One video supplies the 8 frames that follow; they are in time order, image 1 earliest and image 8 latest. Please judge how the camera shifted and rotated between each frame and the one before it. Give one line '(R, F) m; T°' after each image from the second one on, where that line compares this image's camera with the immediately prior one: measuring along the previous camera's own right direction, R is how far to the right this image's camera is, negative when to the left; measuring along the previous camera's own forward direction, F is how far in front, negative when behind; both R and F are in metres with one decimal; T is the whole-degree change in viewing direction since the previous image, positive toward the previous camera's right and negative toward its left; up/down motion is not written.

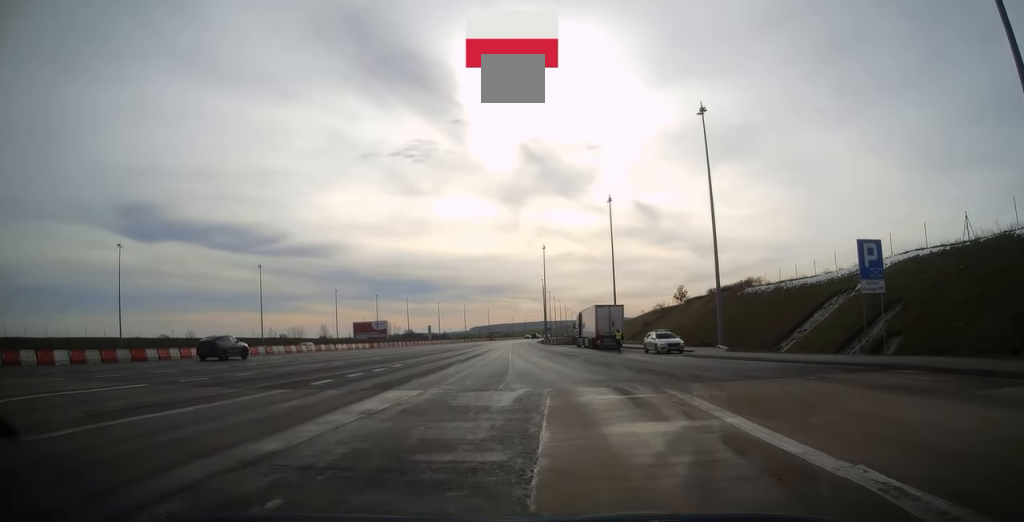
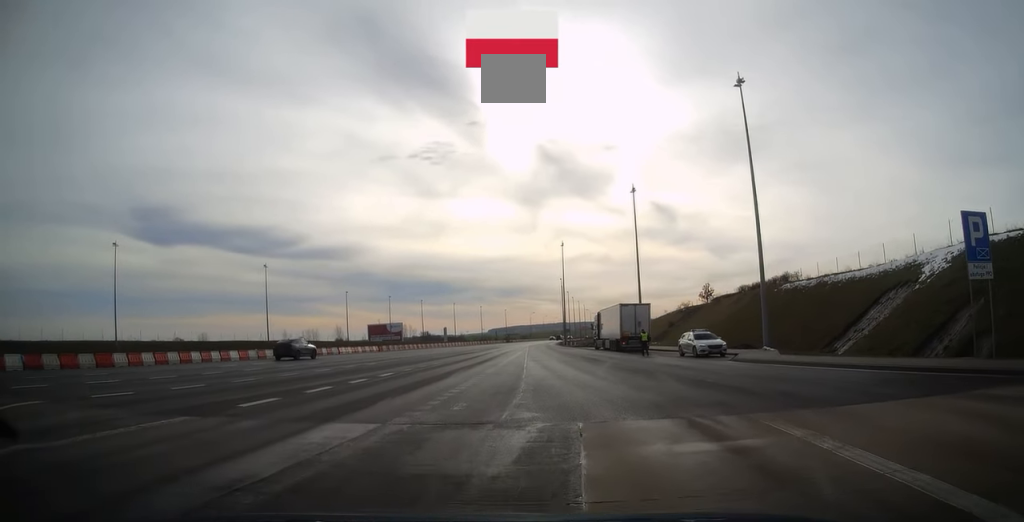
(-0.1, +5.7) m; -1°
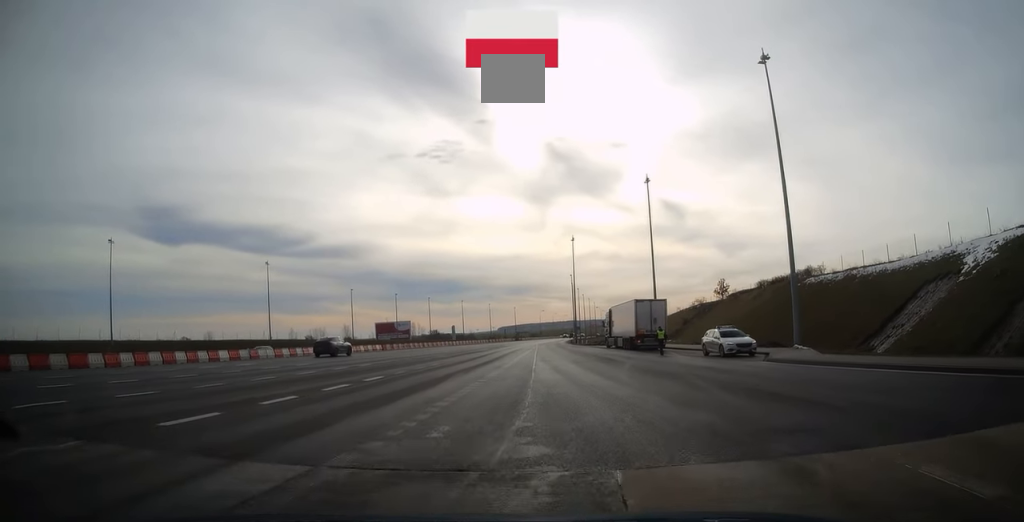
(-0.1, +3.5) m; -1°
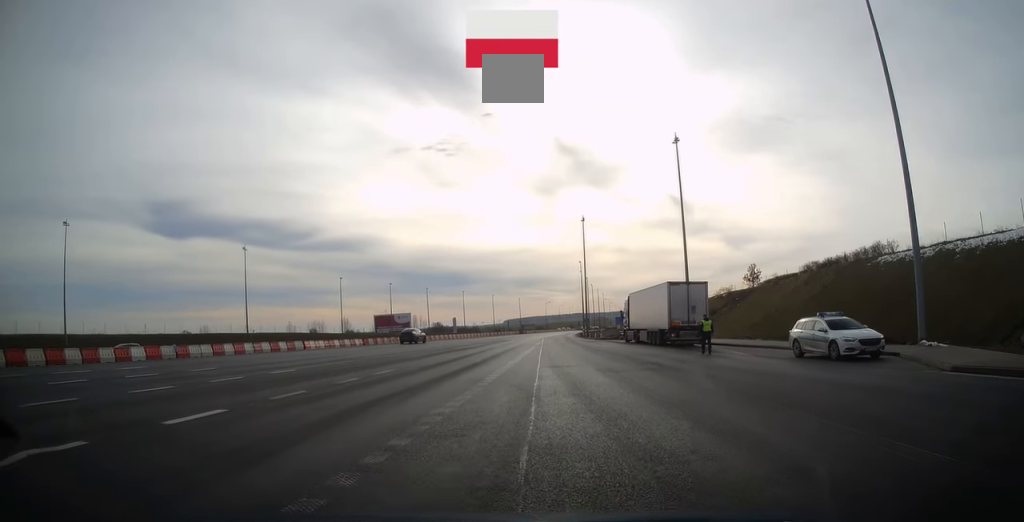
(0.0, +12.8) m; 0°
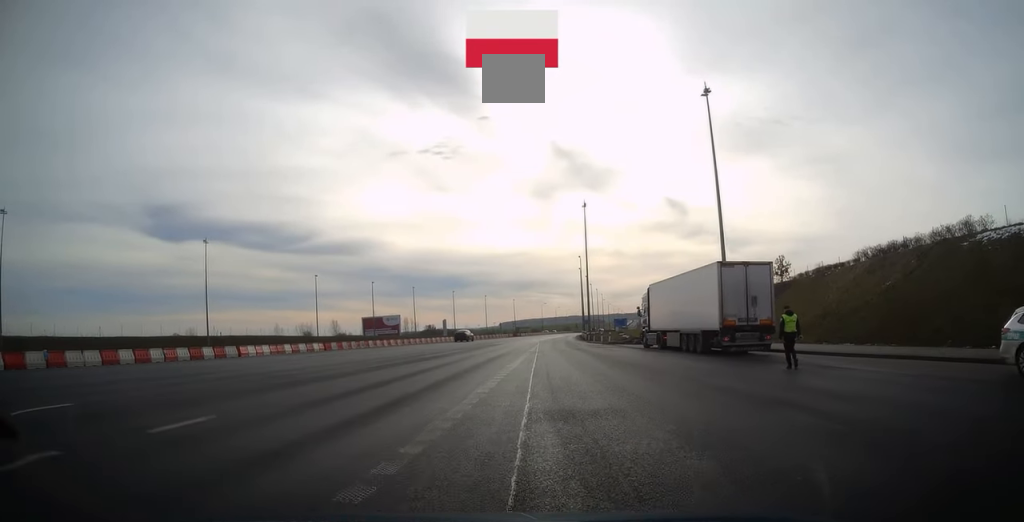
(-0.1, +13.1) m; -1°
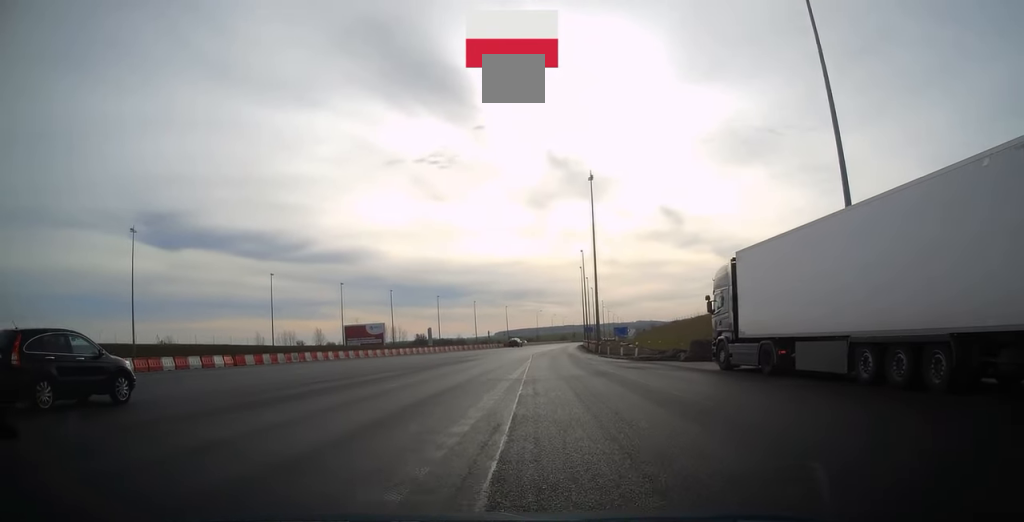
(+0.3, +18.5) m; +2°
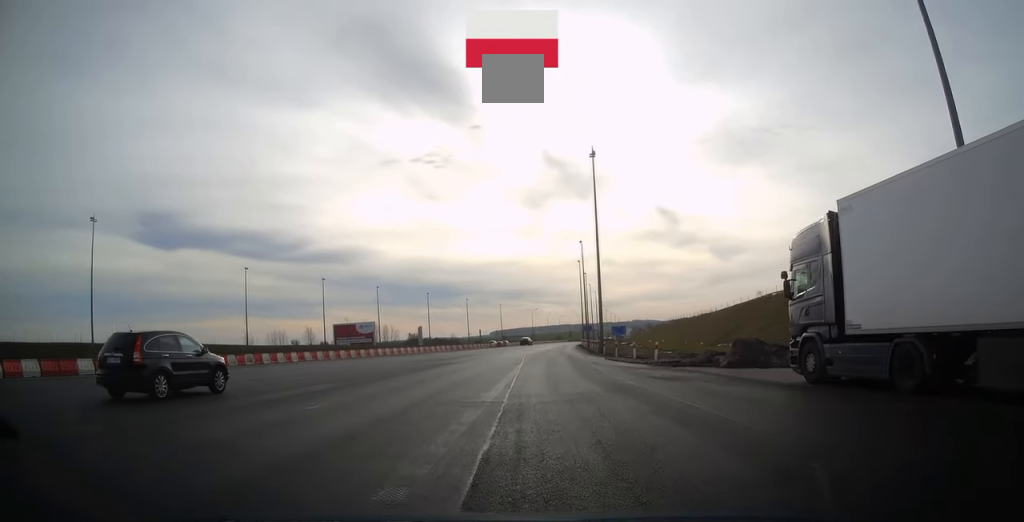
(0.0, +7.6) m; 0°
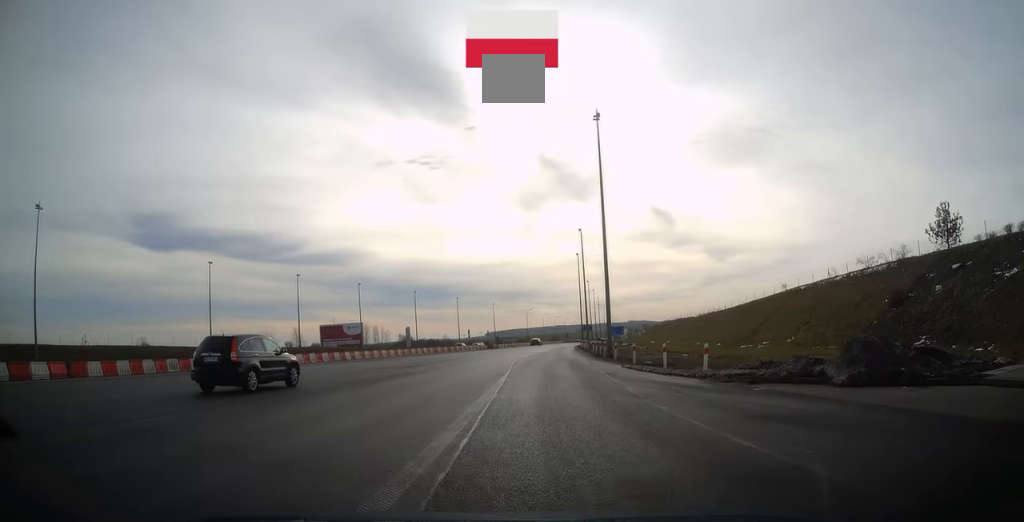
(0.0, +9.2) m; 0°
